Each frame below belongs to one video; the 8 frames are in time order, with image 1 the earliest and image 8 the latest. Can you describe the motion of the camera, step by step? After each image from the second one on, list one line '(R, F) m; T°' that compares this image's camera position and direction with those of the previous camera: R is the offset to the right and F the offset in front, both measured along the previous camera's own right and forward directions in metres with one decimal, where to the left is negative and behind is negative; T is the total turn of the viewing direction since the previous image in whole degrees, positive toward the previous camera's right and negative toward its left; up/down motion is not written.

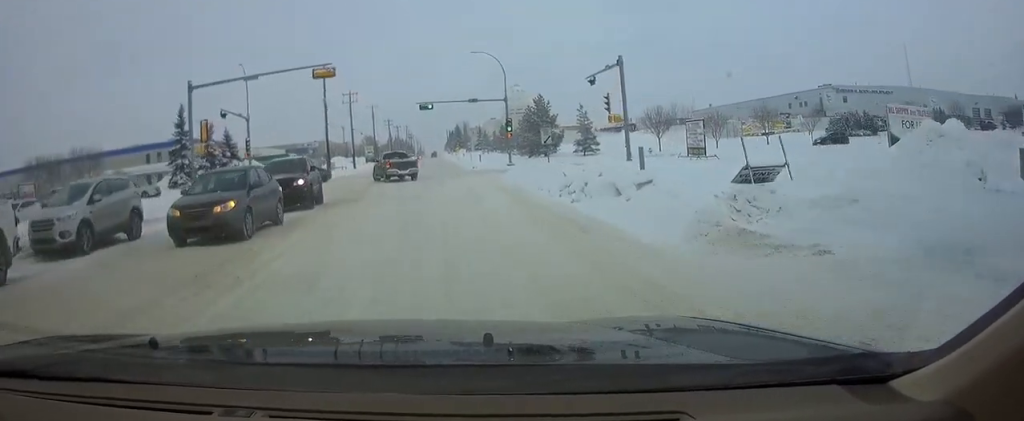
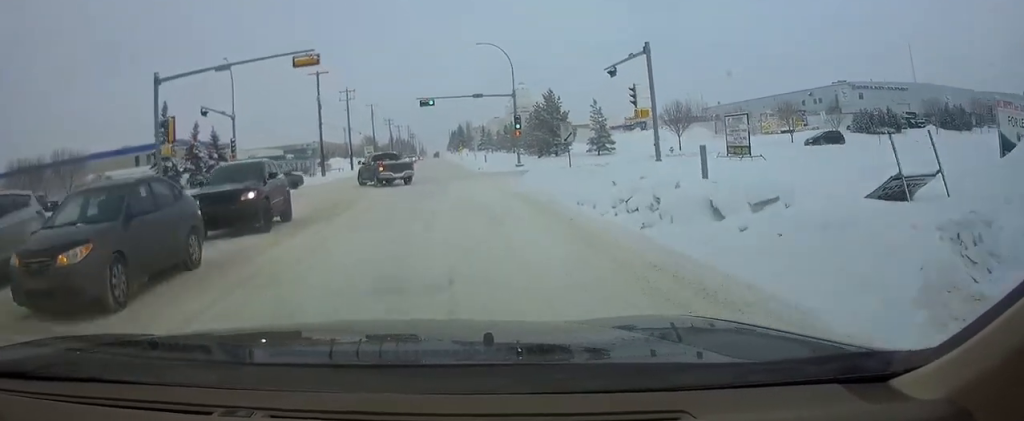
(+0.1, +5.0) m; 0°
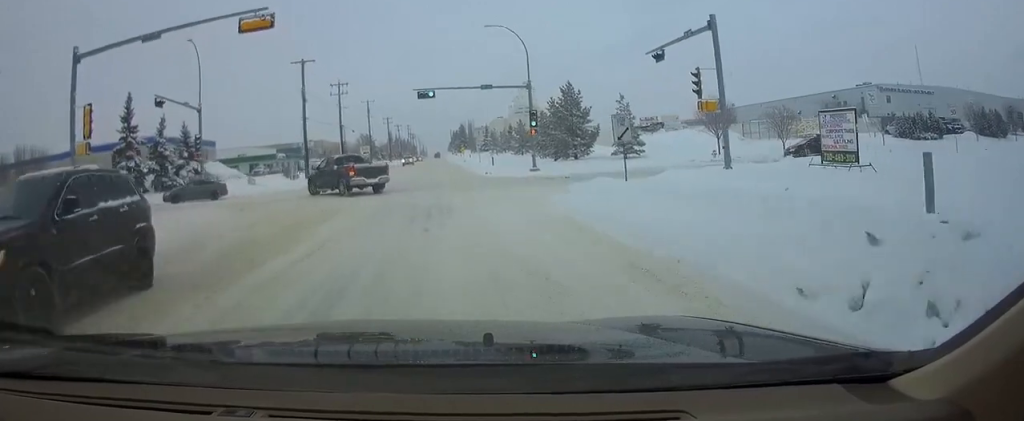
(0.0, +8.9) m; -1°
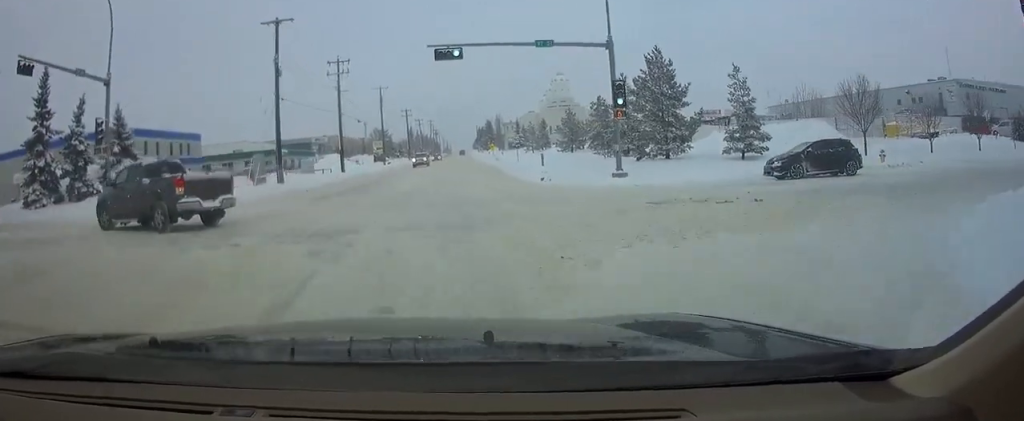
(-0.3, +17.2) m; -2°
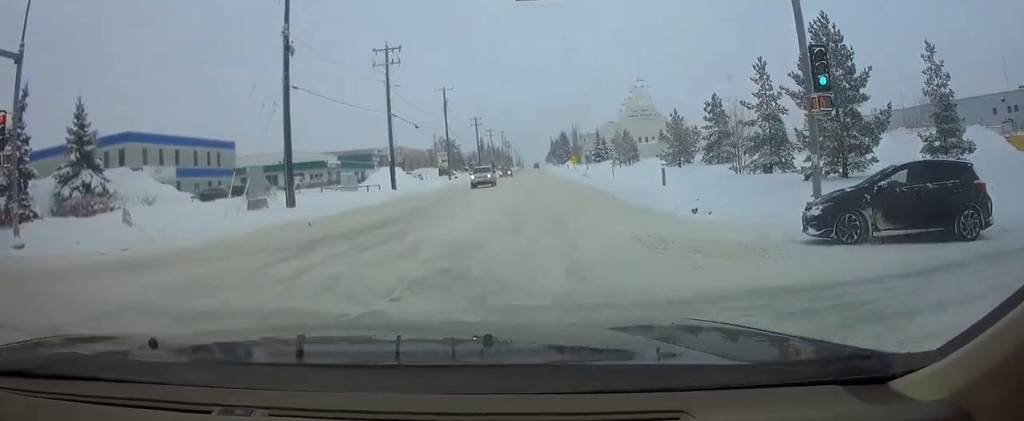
(-0.2, +11.6) m; -3°
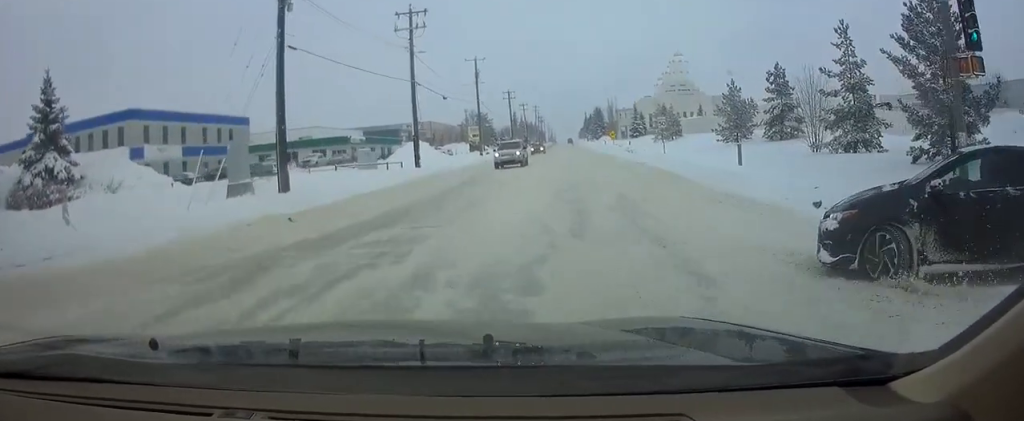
(-0.2, +5.3) m; -2°
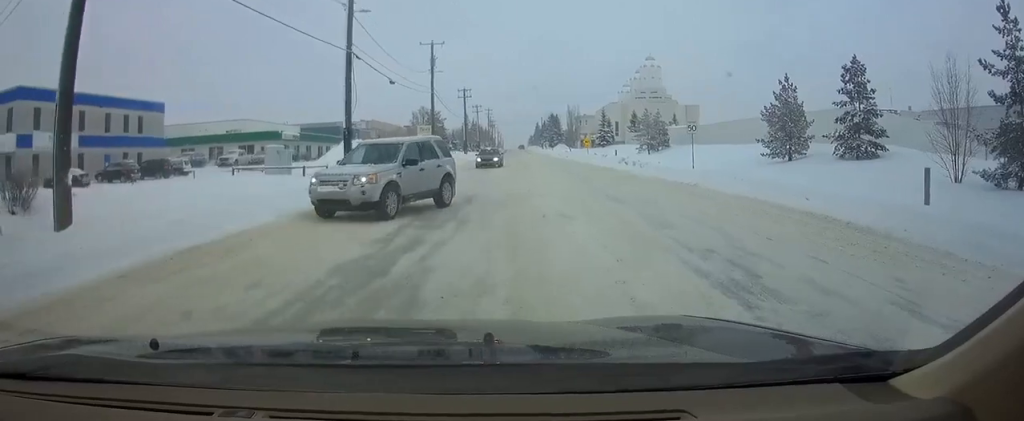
(0.0, +13.0) m; +10°
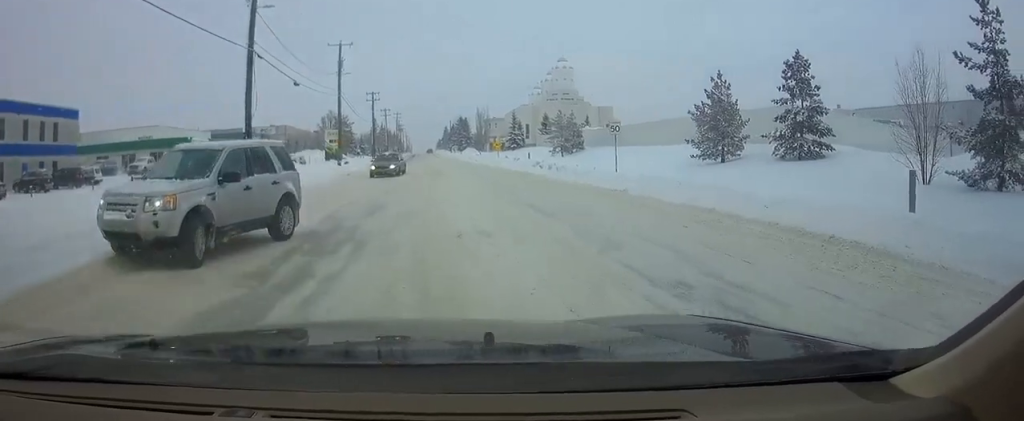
(-0.1, +2.7) m; +10°
